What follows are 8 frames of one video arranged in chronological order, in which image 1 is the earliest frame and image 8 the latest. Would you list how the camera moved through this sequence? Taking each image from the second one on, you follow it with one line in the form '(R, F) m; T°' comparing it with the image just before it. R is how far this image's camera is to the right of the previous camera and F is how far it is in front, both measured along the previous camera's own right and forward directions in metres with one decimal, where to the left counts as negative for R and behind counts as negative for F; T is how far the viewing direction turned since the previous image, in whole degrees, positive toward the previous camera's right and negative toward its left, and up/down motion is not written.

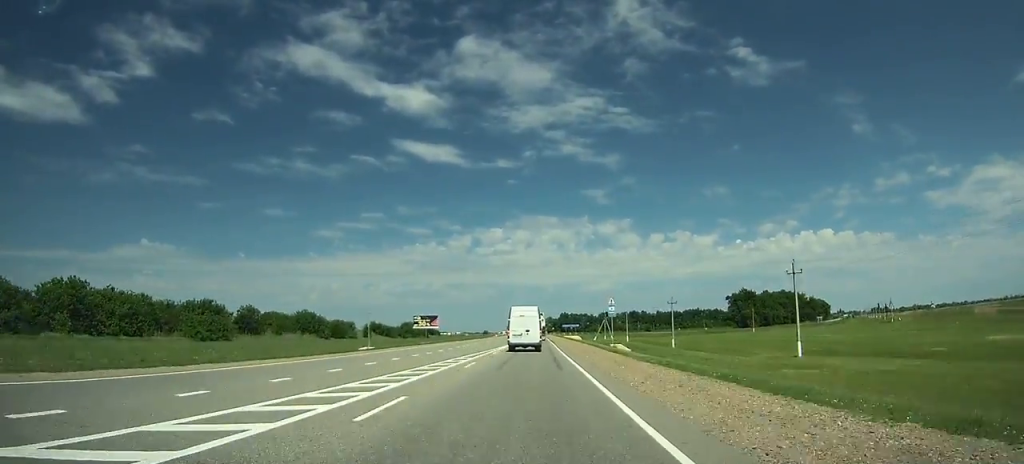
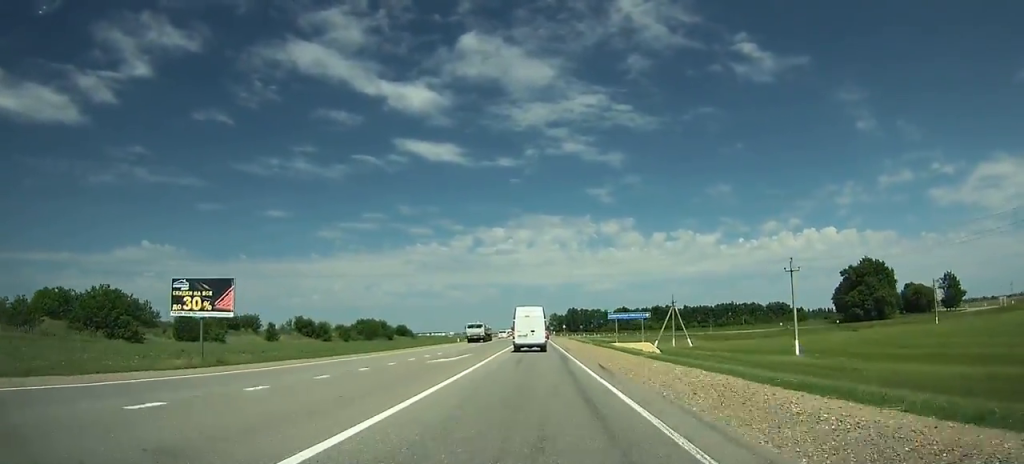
(-0.2, +92.2) m; 0°
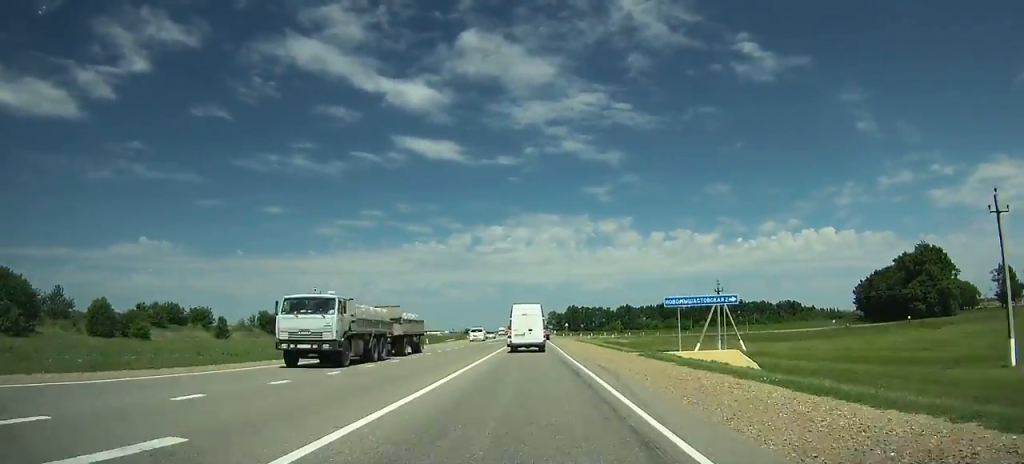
(0.0, +25.2) m; 0°
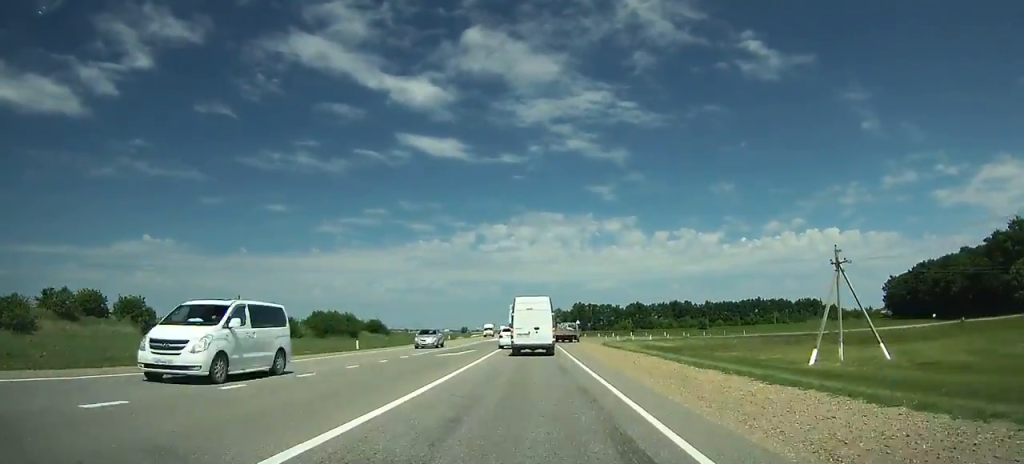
(0.0, +28.5) m; 0°
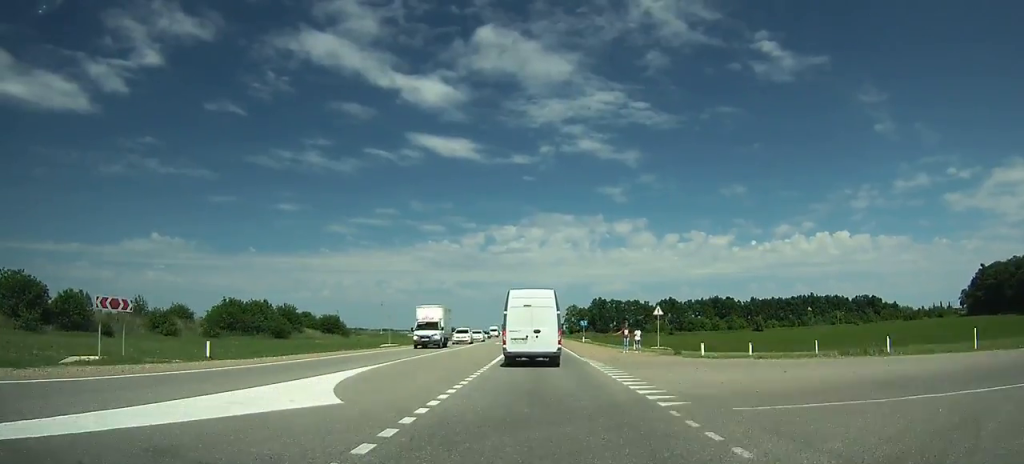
(-0.5, +78.0) m; -1°
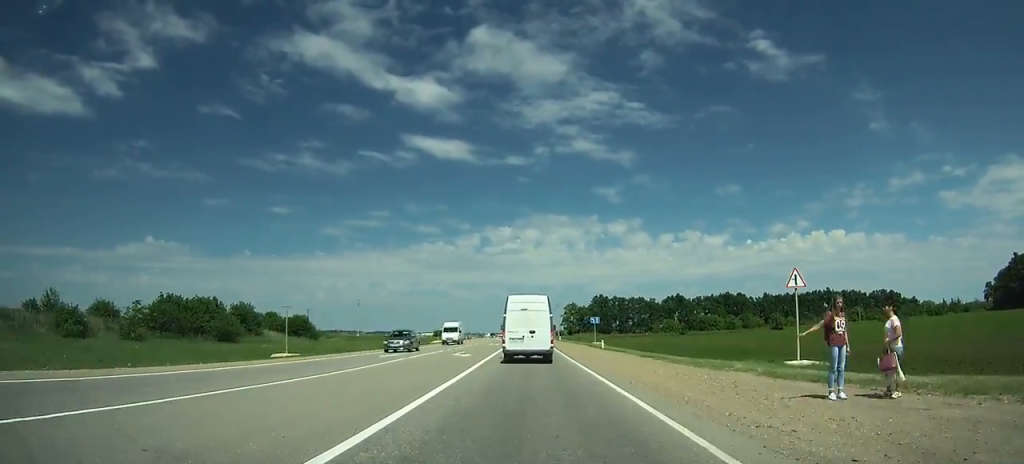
(-0.1, +26.1) m; 0°
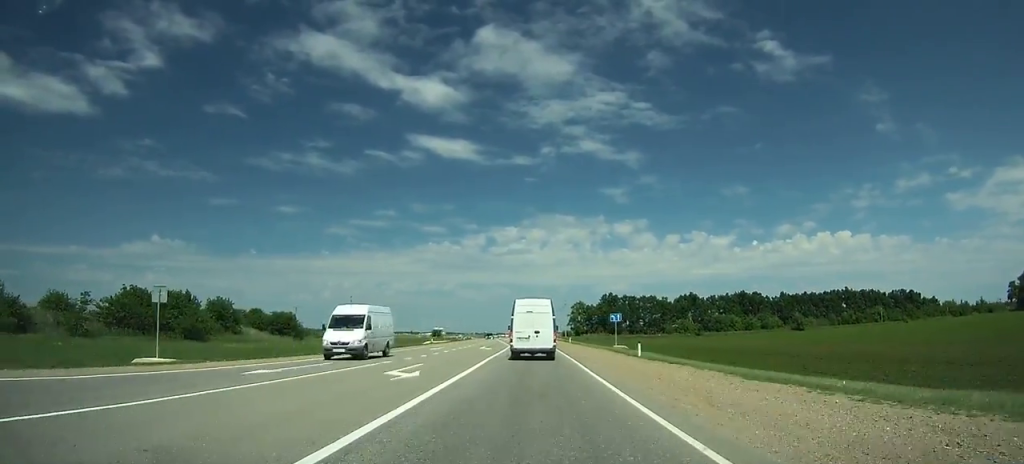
(-0.1, +15.6) m; 0°
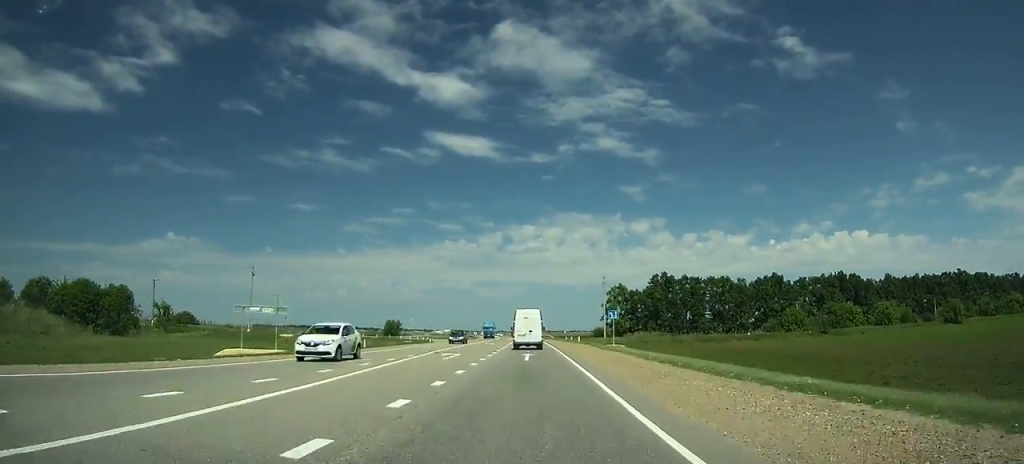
(-0.9, +80.4) m; -1°
